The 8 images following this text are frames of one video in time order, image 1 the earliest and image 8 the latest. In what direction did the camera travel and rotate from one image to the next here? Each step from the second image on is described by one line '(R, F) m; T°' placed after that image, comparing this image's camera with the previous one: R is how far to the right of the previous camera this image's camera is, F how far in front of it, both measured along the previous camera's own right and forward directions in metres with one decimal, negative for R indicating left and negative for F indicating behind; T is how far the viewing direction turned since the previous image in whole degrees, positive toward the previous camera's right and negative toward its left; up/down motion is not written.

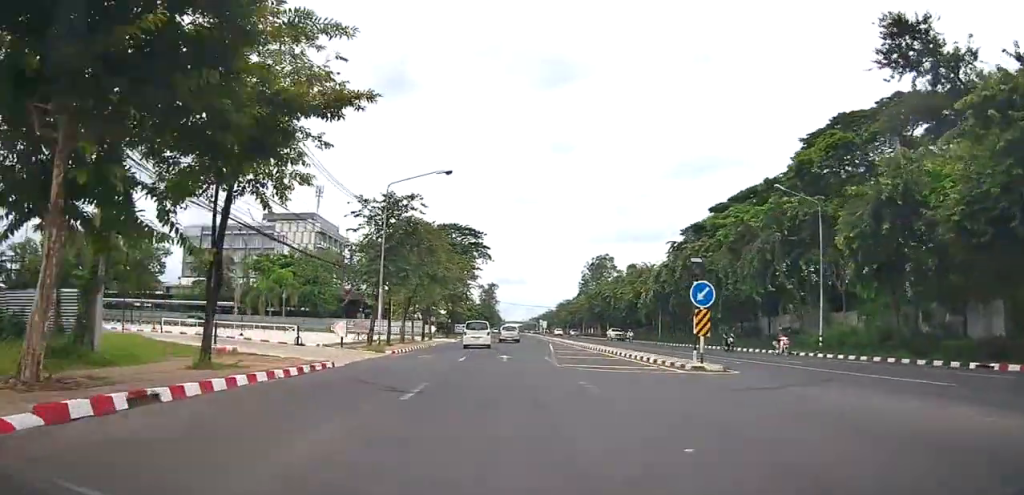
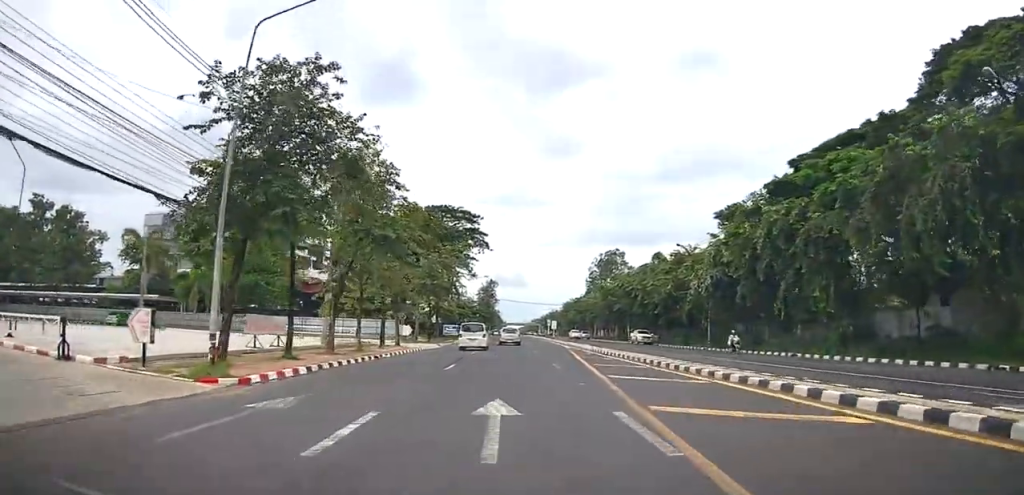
(-0.7, +16.8) m; -2°
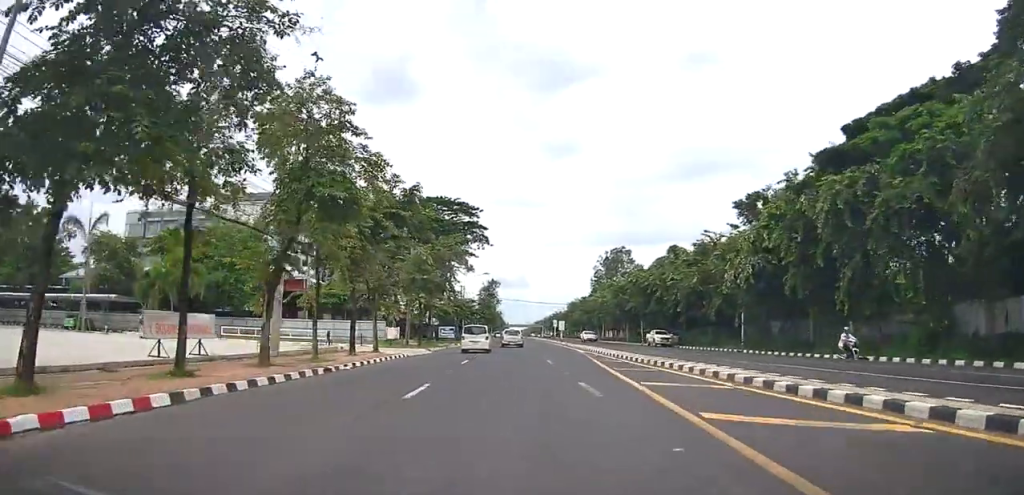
(0.0, +7.1) m; 0°
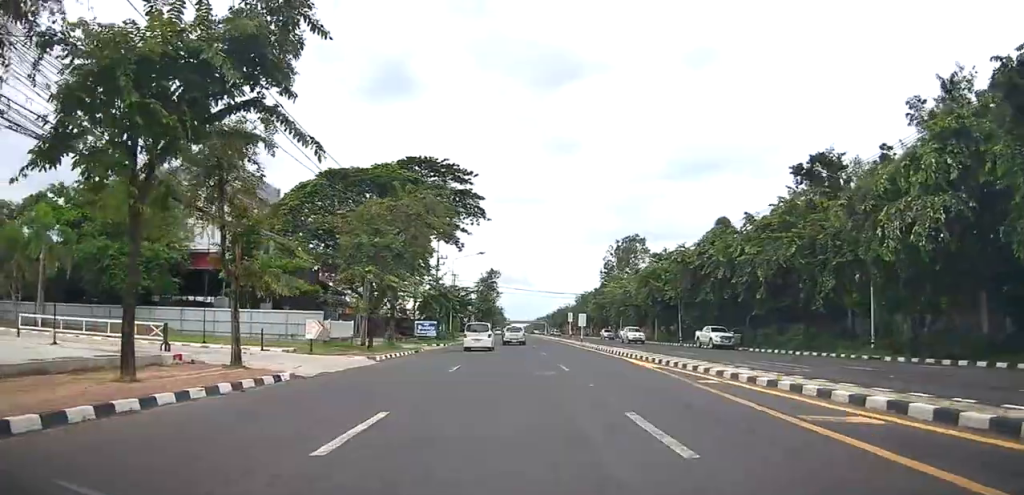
(+0.1, +17.2) m; +1°
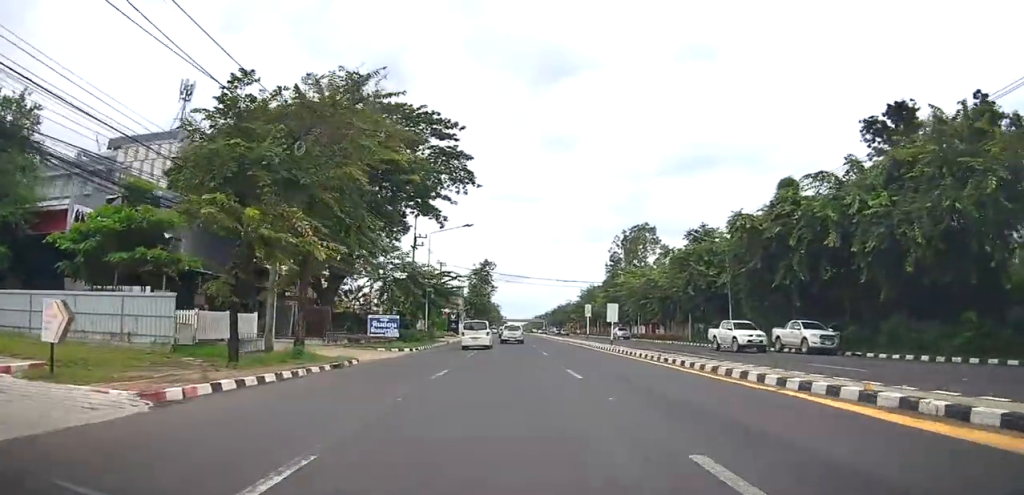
(+0.1, +15.3) m; +1°
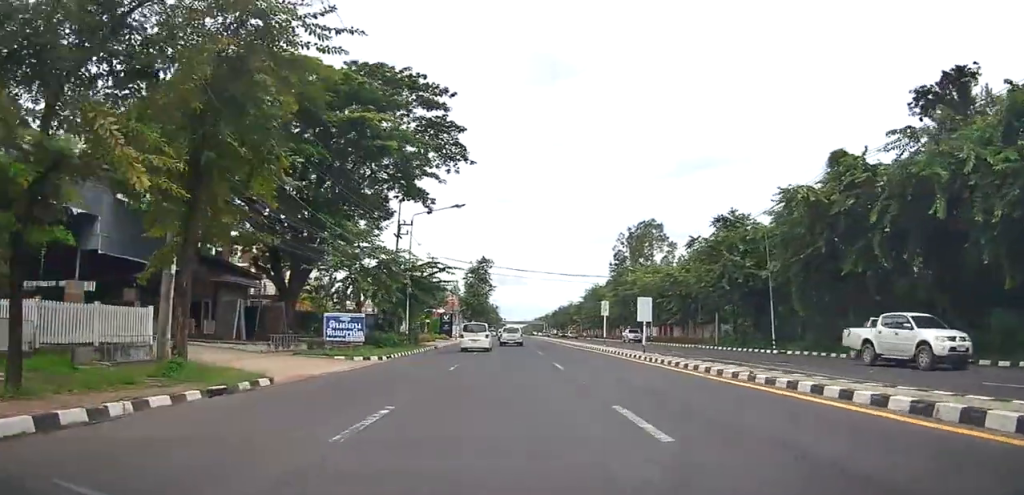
(+0.2, +7.9) m; 0°
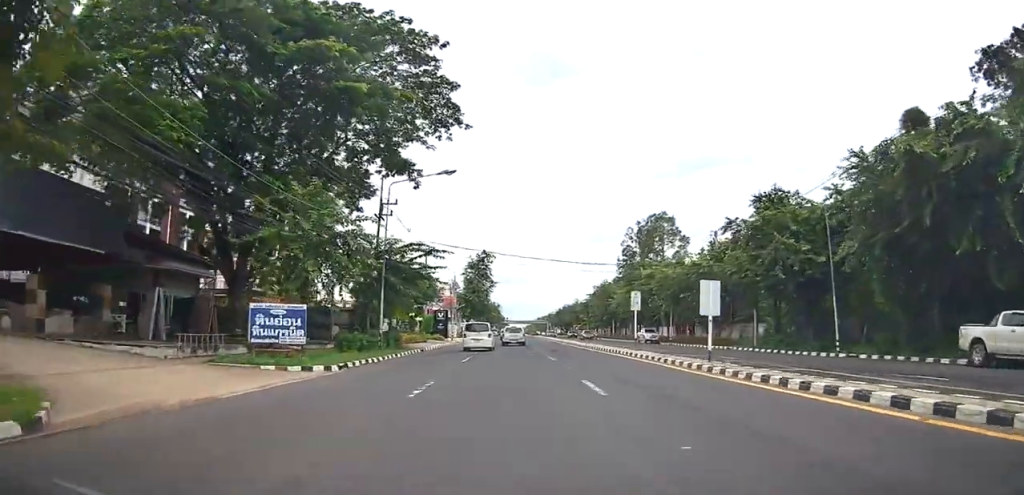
(-0.2, +7.9) m; 0°
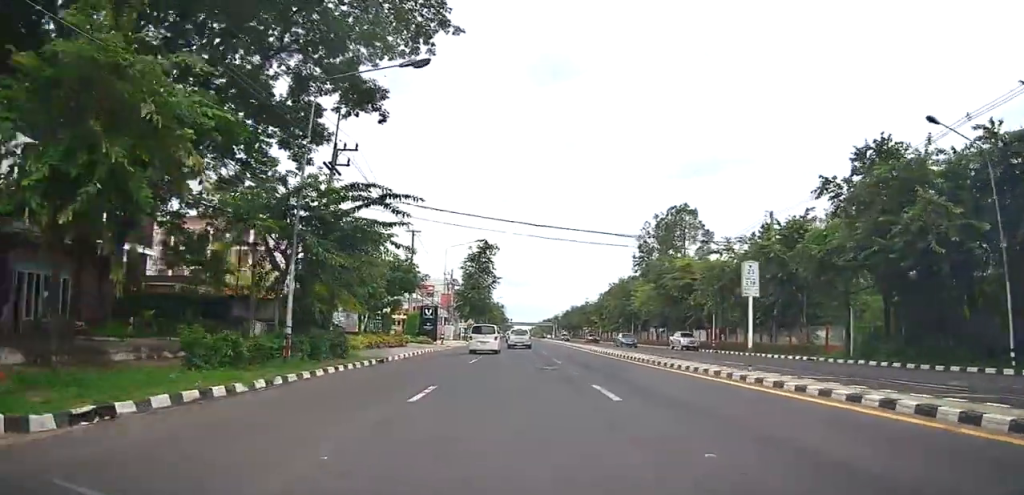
(0.0, +12.5) m; 0°
